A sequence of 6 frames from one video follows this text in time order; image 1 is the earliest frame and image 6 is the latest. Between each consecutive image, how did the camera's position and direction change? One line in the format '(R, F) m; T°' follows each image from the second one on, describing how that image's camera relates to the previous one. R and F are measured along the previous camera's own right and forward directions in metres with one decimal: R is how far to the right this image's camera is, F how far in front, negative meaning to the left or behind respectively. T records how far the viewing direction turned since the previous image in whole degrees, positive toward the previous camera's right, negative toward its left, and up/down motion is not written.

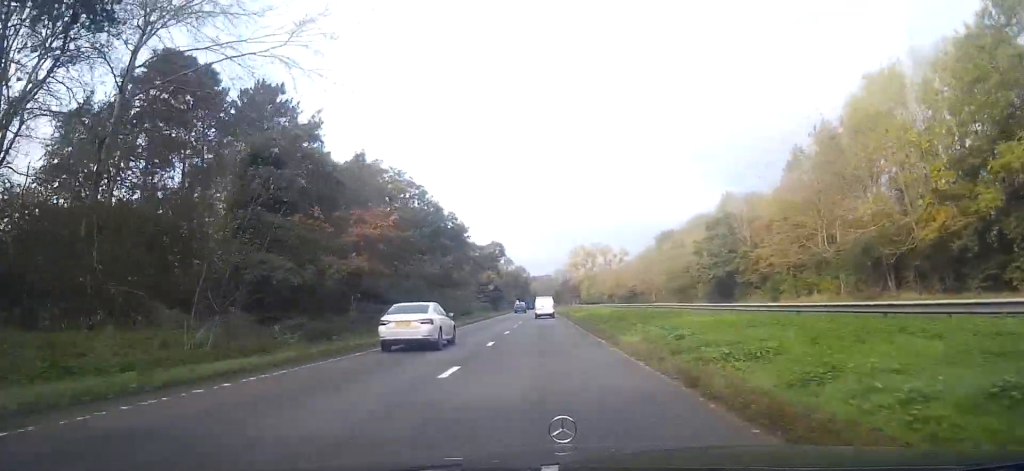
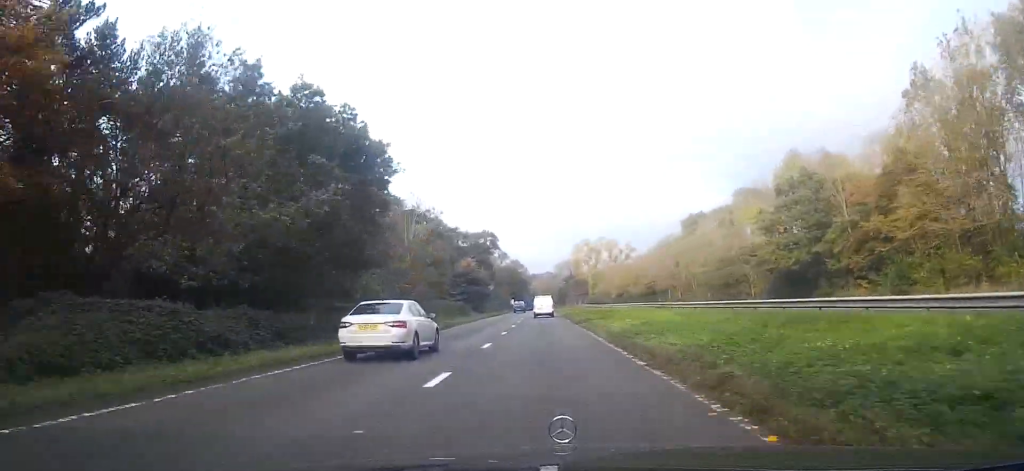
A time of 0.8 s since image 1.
(+0.2, +28.1) m; 0°
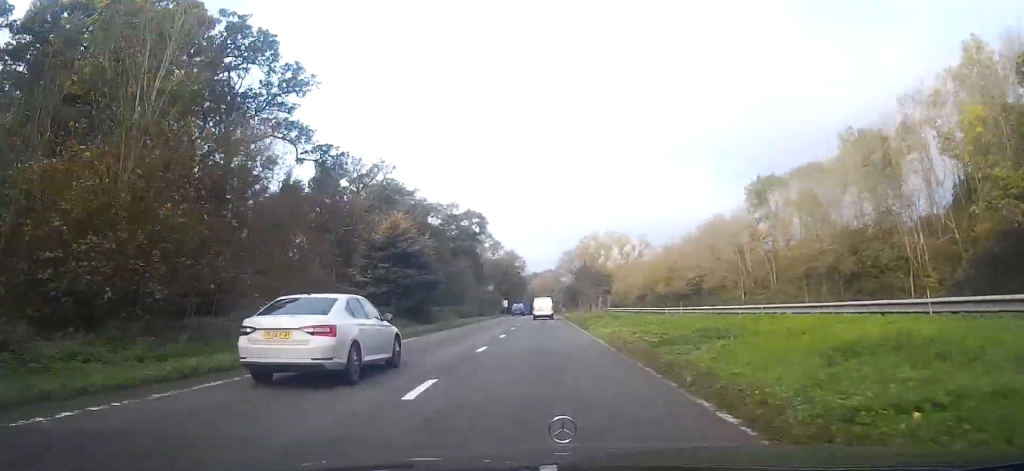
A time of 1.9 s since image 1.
(-0.4, +37.0) m; -1°
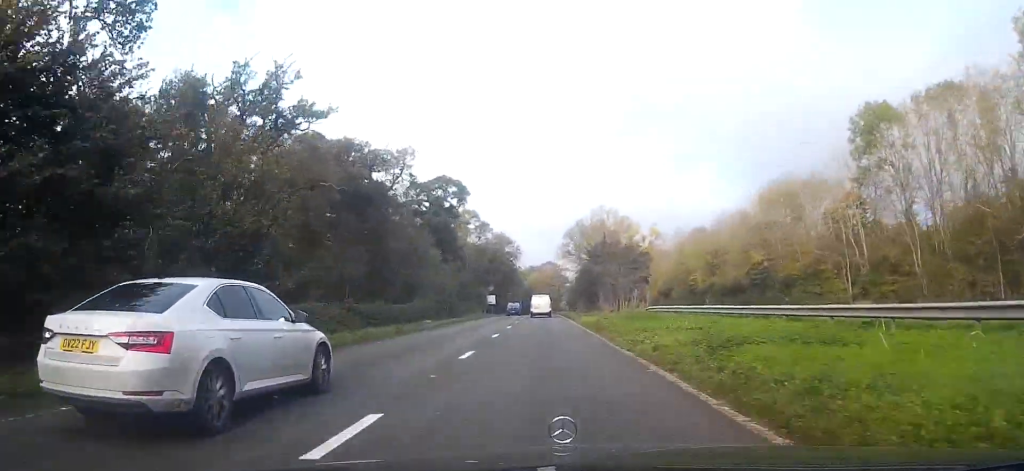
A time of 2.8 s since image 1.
(0.0, +30.2) m; 0°
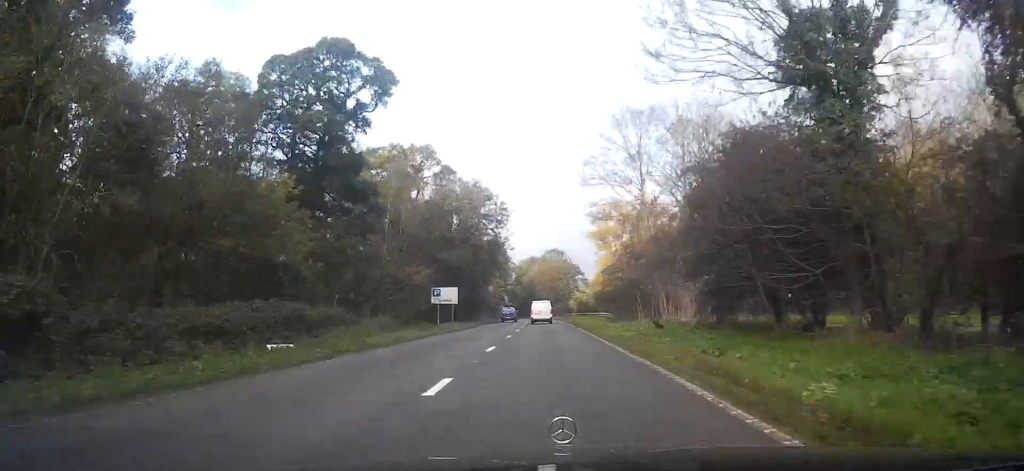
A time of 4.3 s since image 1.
(-0.8, +50.0) m; -2°
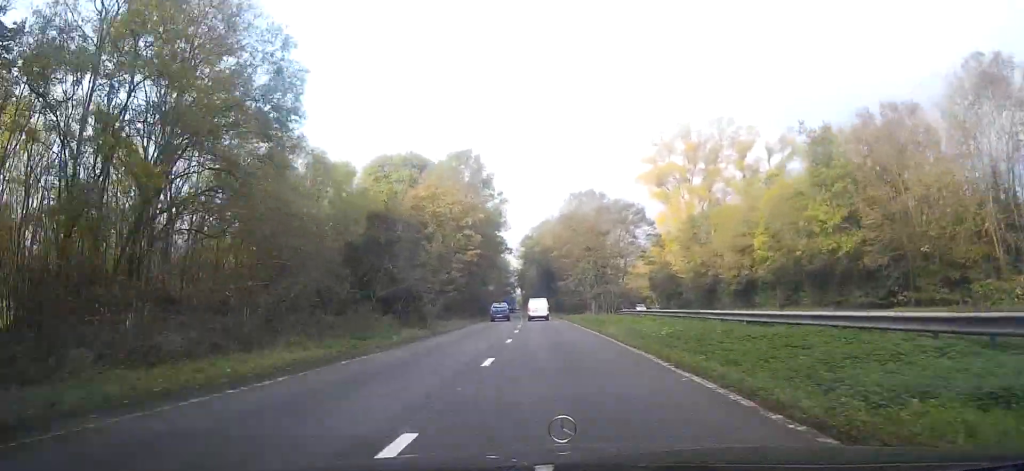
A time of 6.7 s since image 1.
(-0.6, +76.9) m; 0°
